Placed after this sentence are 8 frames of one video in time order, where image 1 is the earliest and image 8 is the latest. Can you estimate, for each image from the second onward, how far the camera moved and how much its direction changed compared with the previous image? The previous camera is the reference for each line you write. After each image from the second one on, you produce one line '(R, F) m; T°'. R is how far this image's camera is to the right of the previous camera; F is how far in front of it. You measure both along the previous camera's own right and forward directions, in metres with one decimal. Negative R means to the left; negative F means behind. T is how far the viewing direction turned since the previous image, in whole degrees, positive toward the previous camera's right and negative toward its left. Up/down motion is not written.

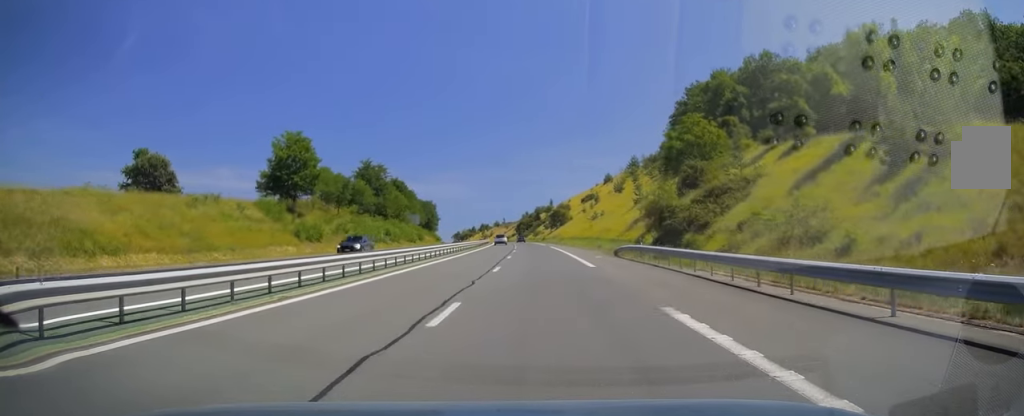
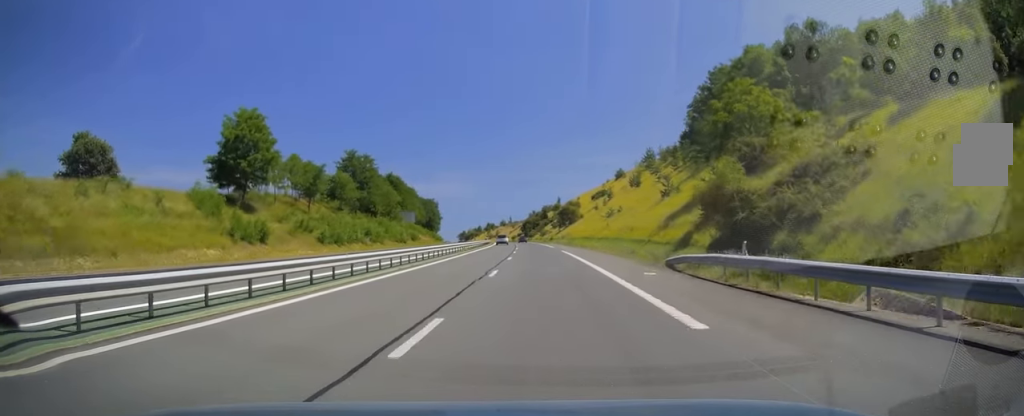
(0.0, +15.2) m; 0°
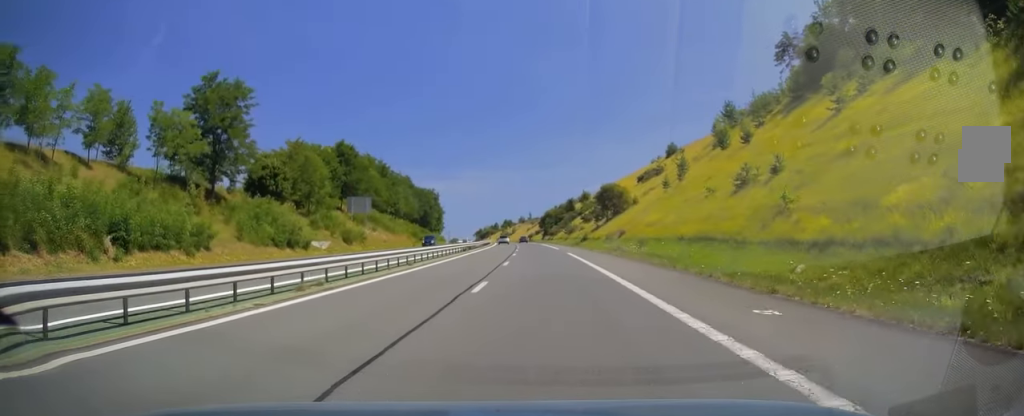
(-1.3, +56.9) m; -3°
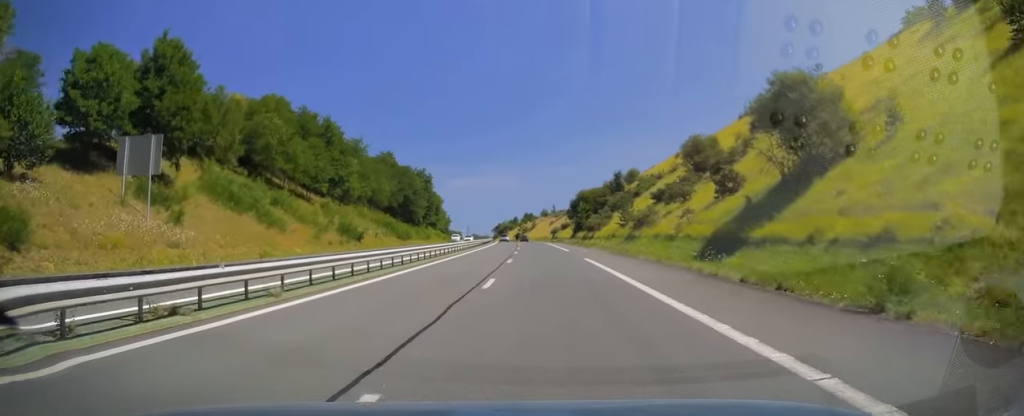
(-1.3, +64.0) m; -2°
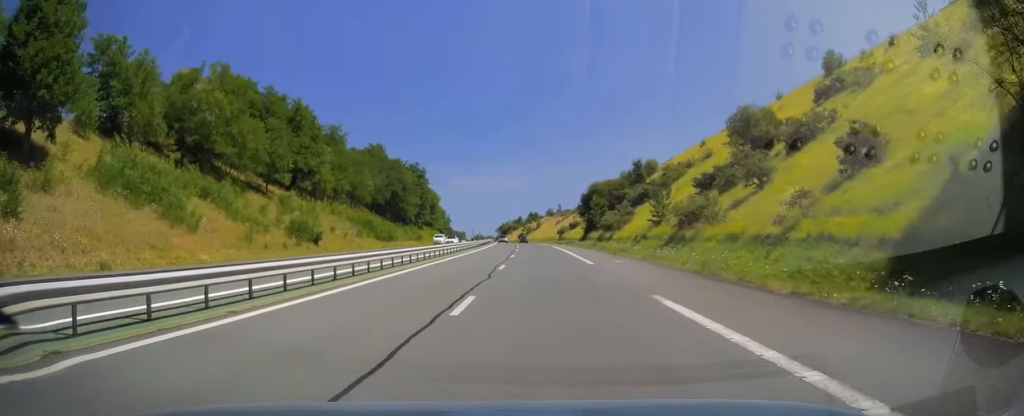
(-0.1, +17.7) m; -1°
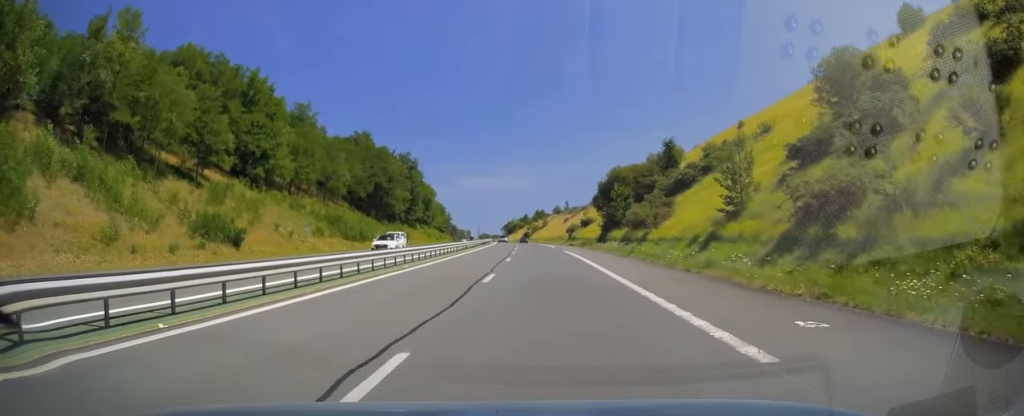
(0.0, +19.2) m; 0°
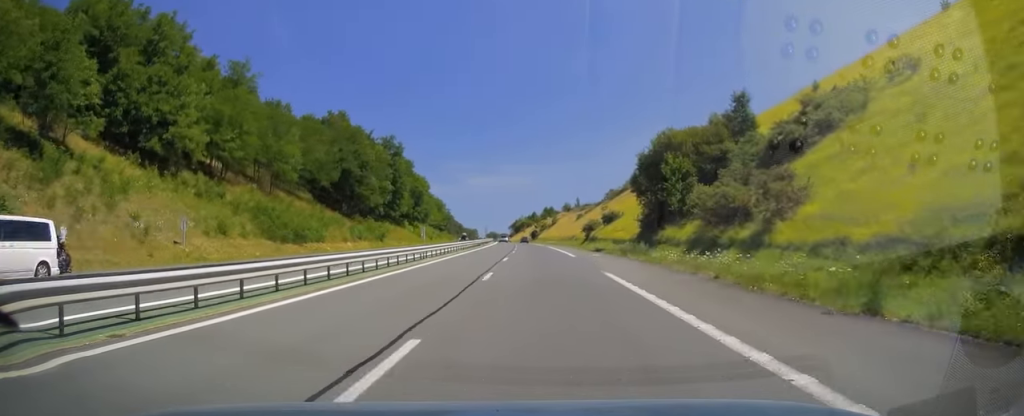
(-0.1, +25.1) m; -1°
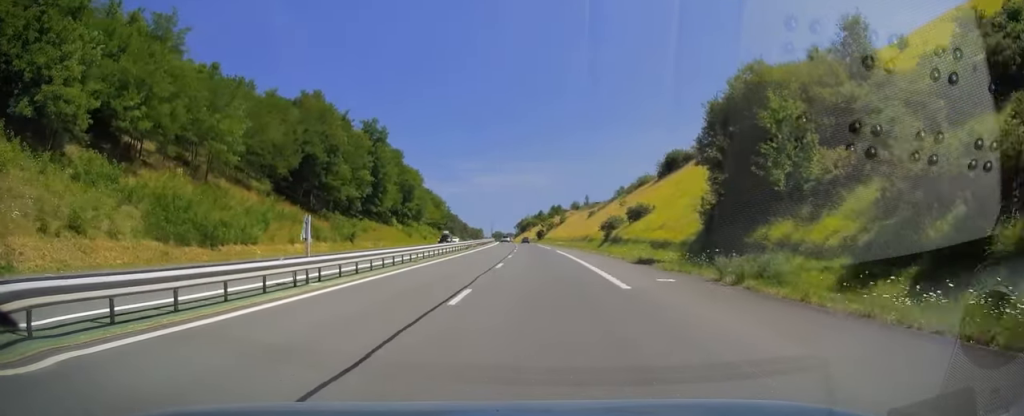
(0.0, +18.7) m; -1°
